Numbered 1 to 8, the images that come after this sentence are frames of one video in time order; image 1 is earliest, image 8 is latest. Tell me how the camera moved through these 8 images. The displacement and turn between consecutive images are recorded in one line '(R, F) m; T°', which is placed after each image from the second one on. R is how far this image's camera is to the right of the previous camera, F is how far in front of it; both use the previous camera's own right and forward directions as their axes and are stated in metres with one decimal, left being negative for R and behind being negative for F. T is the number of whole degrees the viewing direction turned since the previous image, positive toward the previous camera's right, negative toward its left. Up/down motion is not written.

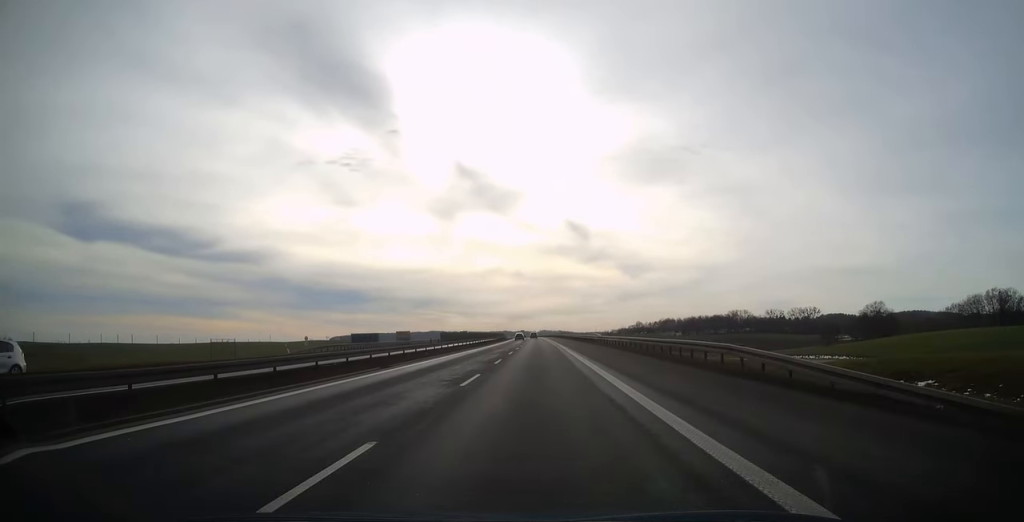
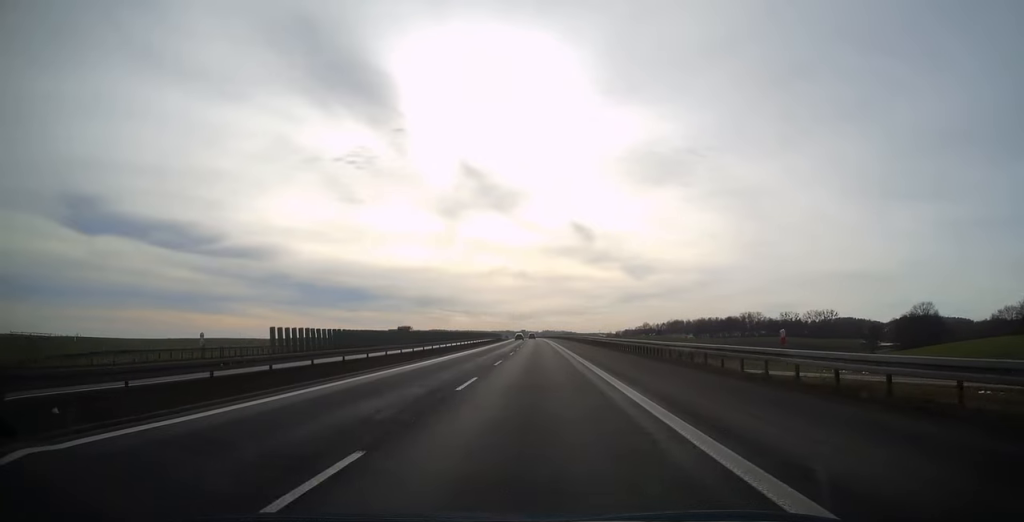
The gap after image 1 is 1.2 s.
(-0.1, +36.0) m; 0°
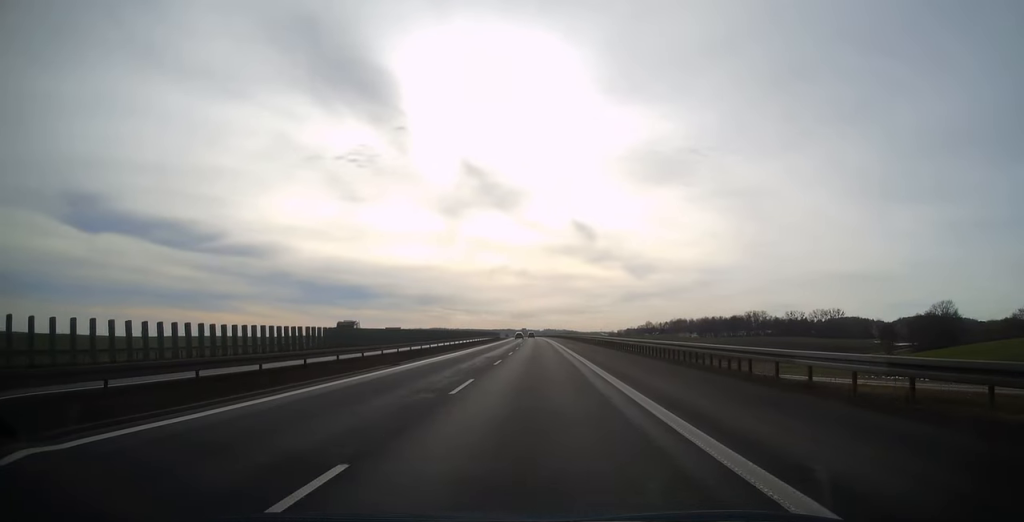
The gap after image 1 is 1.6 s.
(0.0, +12.7) m; 0°
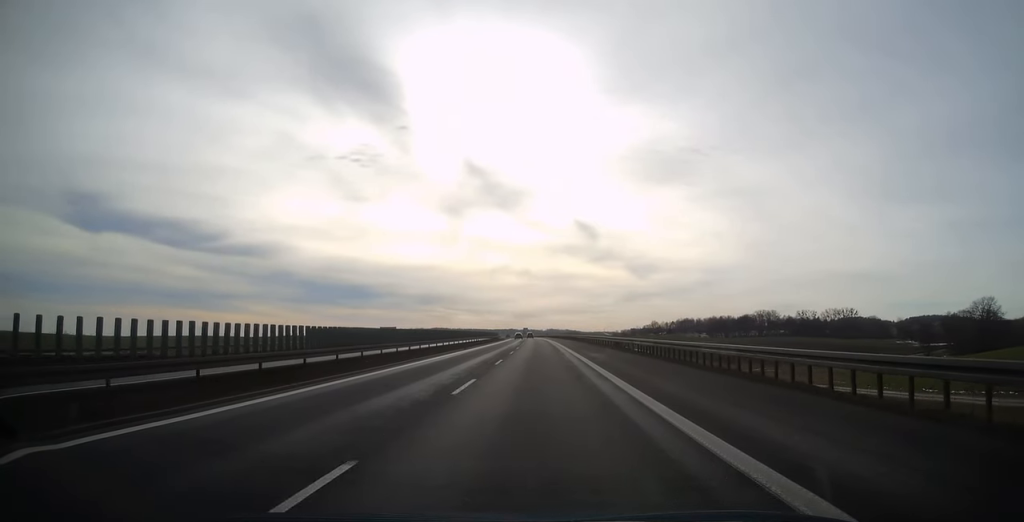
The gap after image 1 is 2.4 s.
(0.0, +23.9) m; 0°
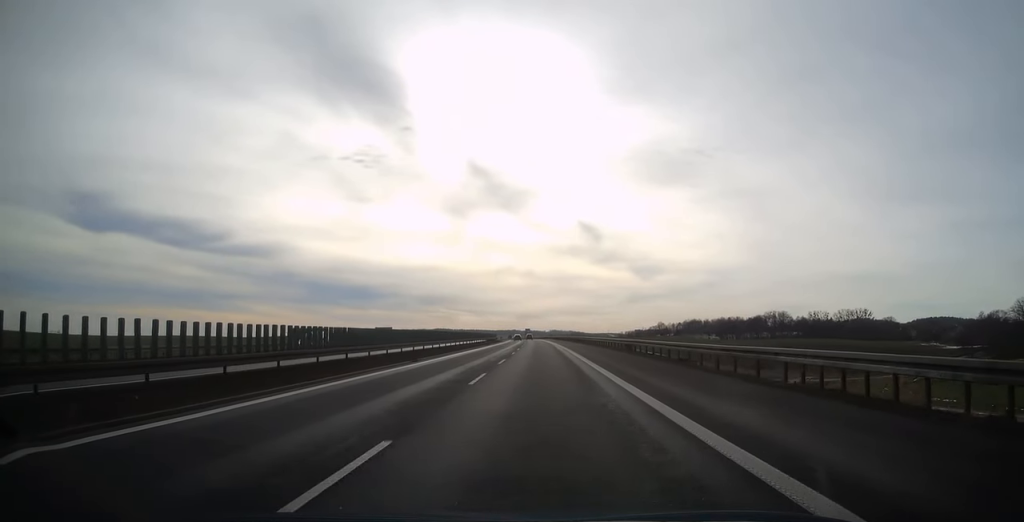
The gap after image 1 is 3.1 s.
(0.0, +22.4) m; 0°
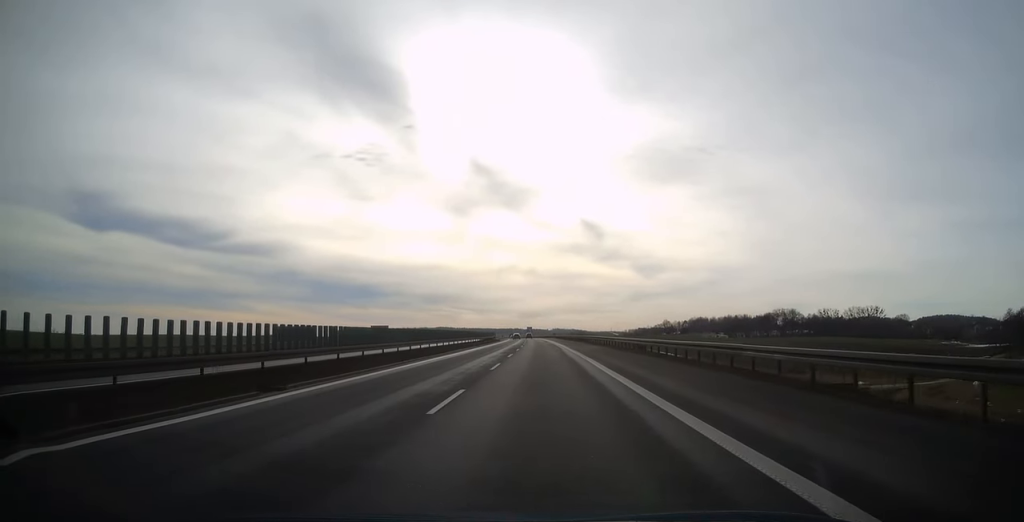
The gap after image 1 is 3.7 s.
(0.0, +17.3) m; 0°
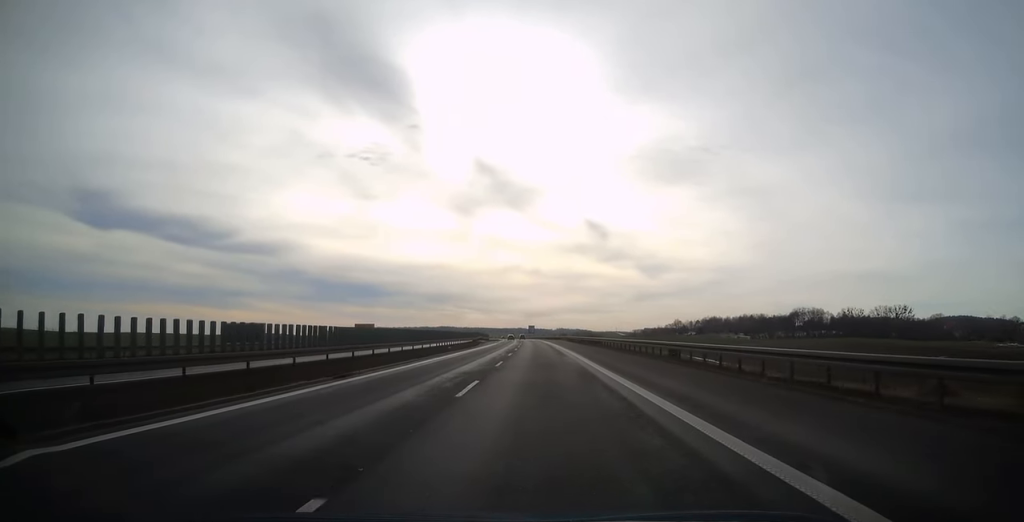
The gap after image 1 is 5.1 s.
(-0.2, +44.7) m; -1°
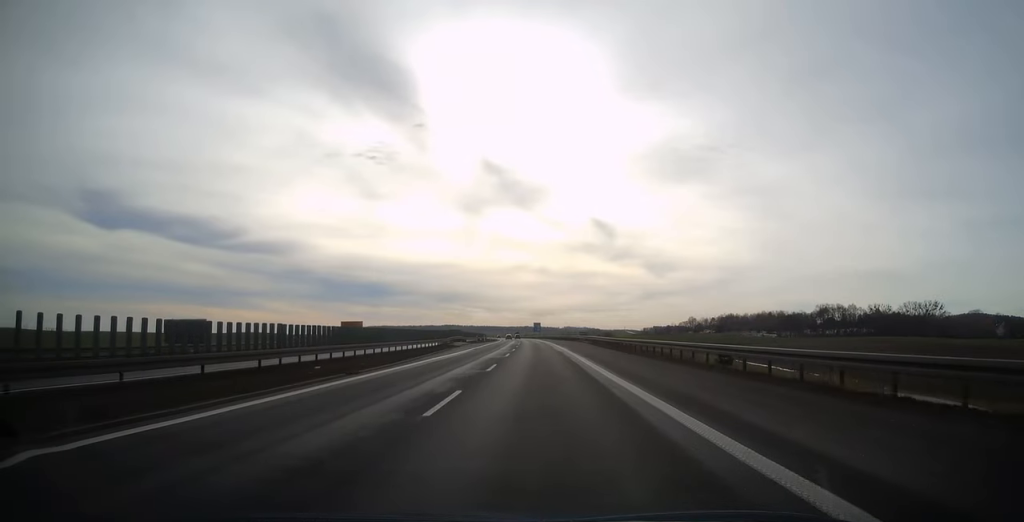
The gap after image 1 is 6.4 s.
(-0.1, +38.6) m; -1°
